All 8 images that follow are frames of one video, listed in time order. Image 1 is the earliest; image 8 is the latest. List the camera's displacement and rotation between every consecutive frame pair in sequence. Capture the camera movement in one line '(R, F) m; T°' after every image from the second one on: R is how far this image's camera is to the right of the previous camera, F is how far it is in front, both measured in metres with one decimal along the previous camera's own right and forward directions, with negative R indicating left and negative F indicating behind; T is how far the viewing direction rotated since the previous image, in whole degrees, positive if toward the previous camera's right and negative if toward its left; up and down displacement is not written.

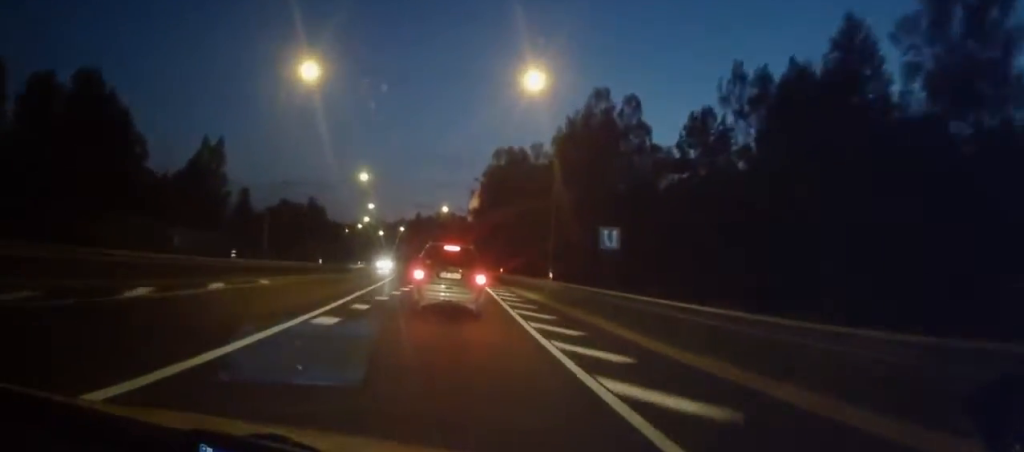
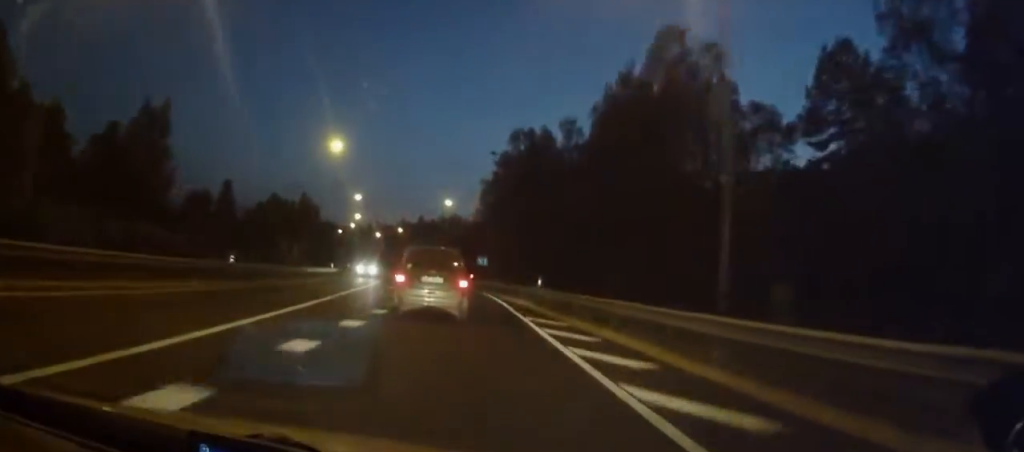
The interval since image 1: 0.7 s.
(+0.1, +19.5) m; 0°
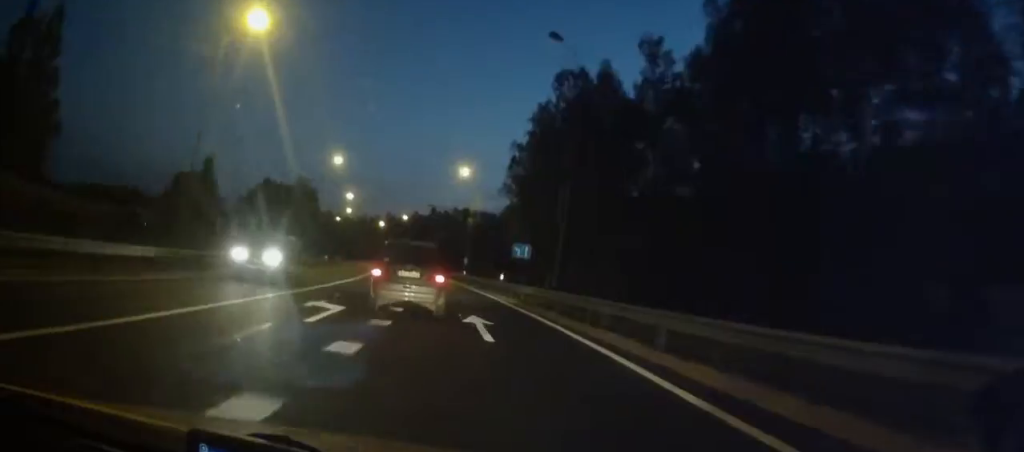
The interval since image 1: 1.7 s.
(-0.2, +25.6) m; -1°
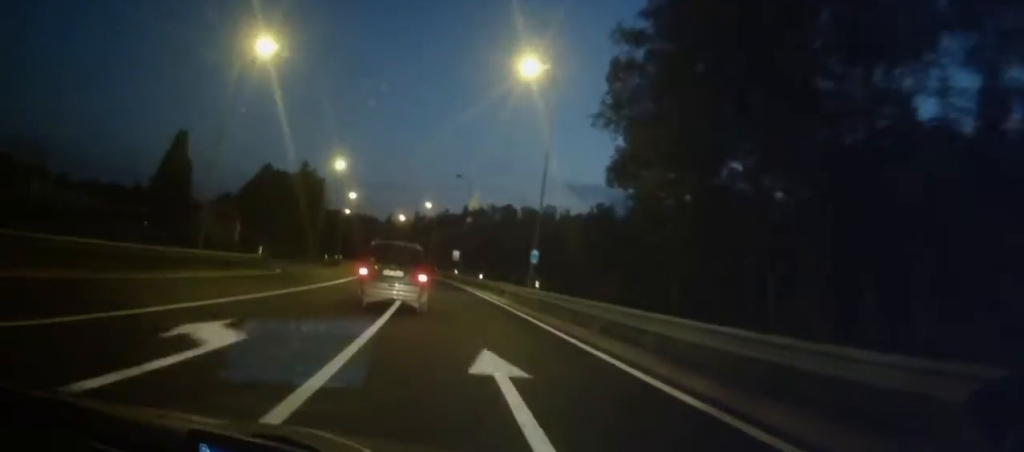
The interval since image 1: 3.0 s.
(-0.6, +33.1) m; -2°
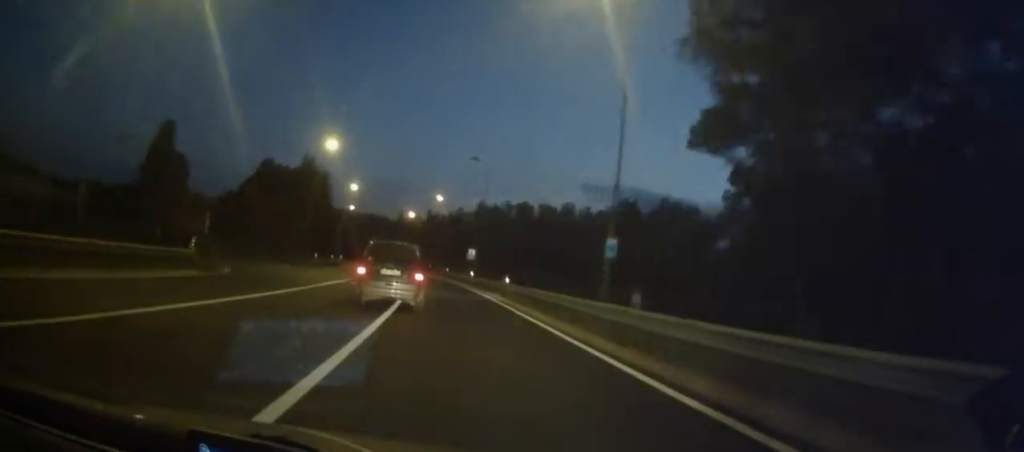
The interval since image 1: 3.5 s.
(-0.1, +12.3) m; -1°
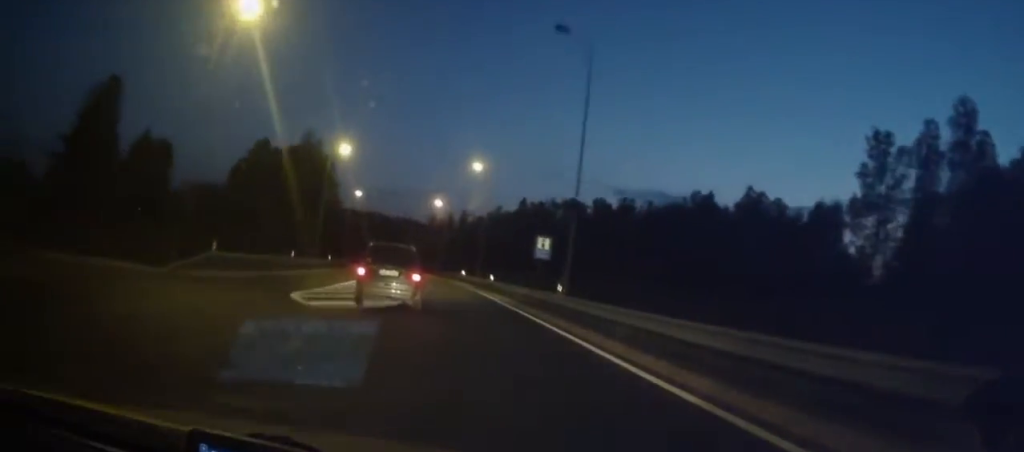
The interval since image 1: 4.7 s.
(-0.5, +29.6) m; -2°
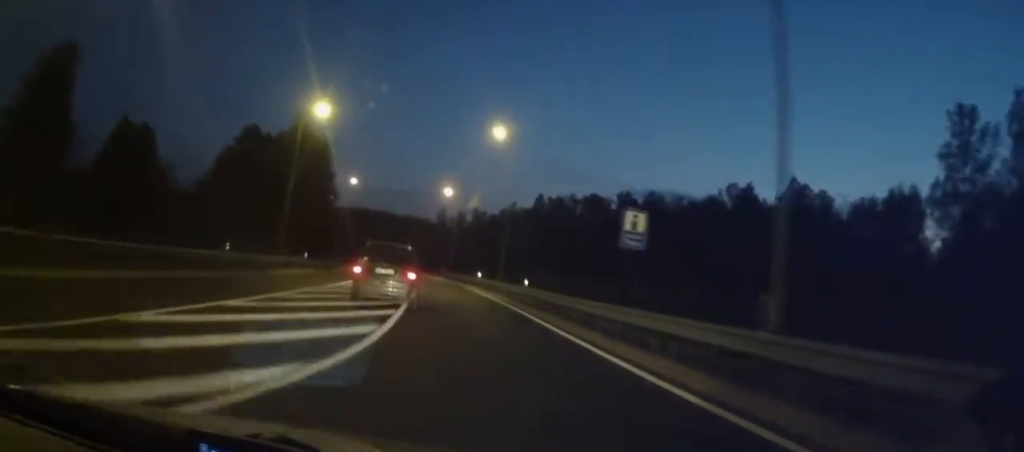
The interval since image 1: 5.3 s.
(-0.2, +13.6) m; -1°
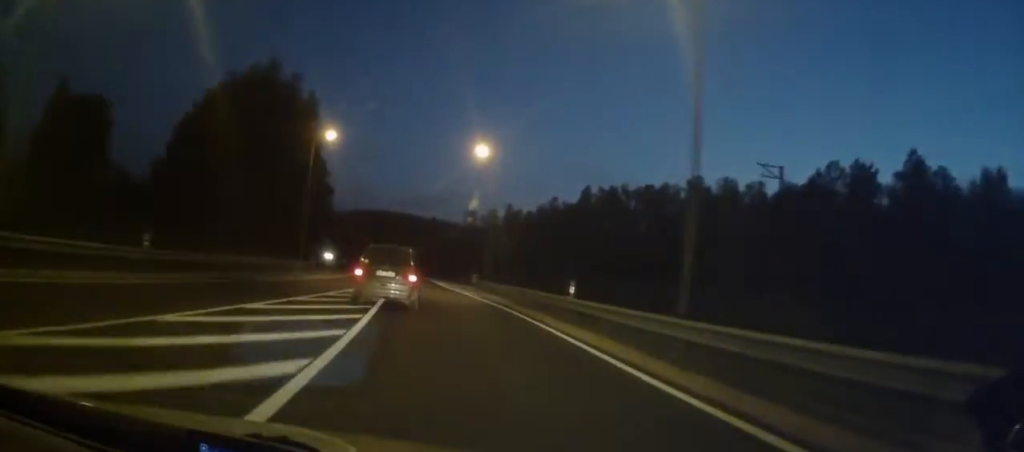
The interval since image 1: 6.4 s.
(-0.6, +27.0) m; -2°
